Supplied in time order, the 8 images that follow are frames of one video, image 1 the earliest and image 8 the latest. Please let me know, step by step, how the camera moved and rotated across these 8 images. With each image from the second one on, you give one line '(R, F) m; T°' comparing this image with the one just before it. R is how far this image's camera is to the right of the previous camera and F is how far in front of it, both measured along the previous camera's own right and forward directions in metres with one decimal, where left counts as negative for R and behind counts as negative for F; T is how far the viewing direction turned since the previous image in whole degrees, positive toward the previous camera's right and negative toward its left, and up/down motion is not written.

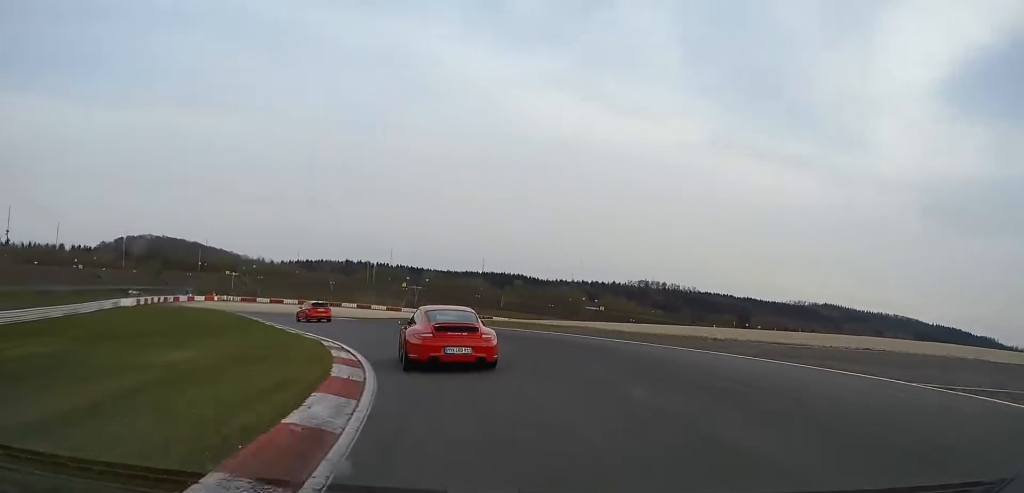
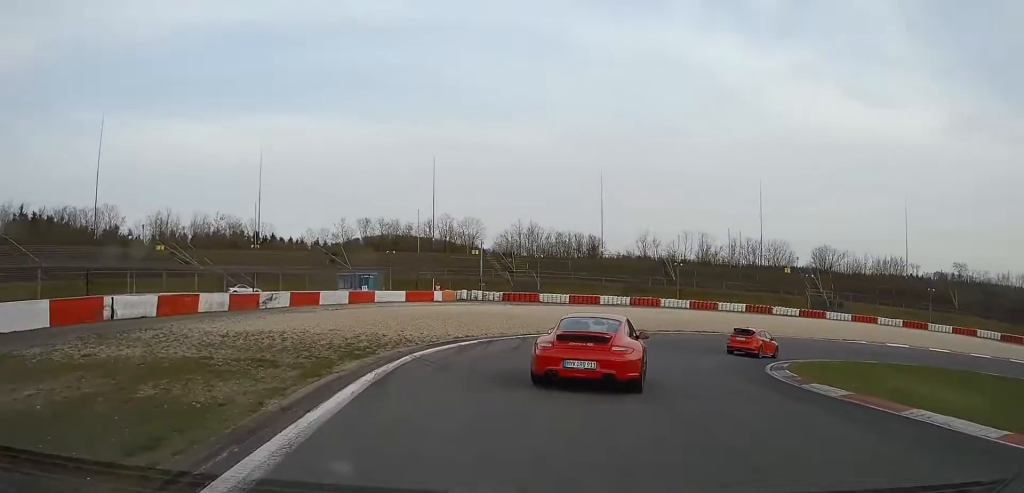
(-32.7, +91.0) m; -18°
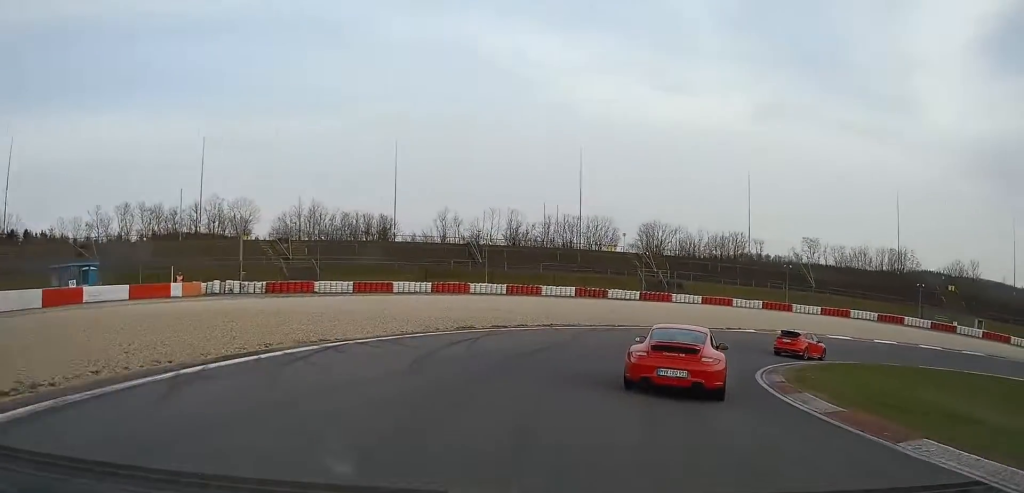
(+1.5, +18.9) m; +16°
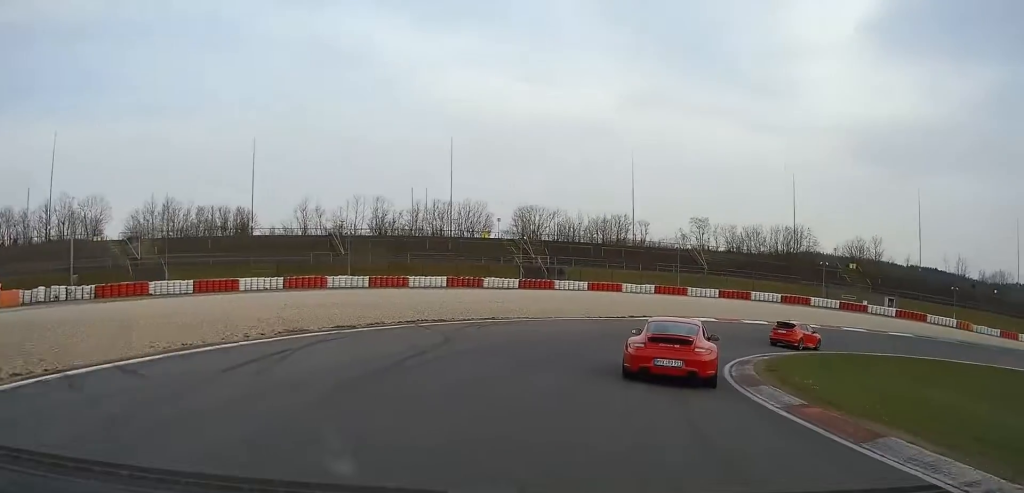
(+0.3, +8.2) m; +12°
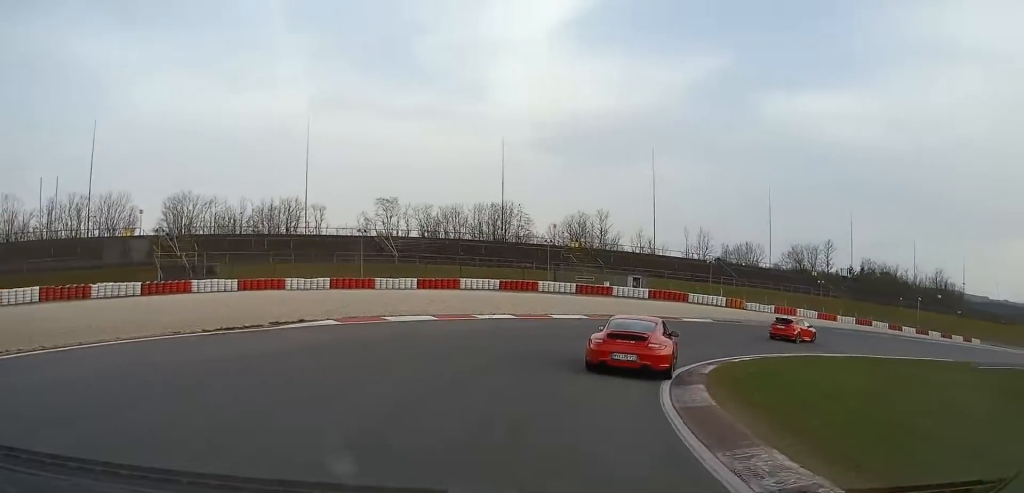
(+6.1, +19.7) m; +34°
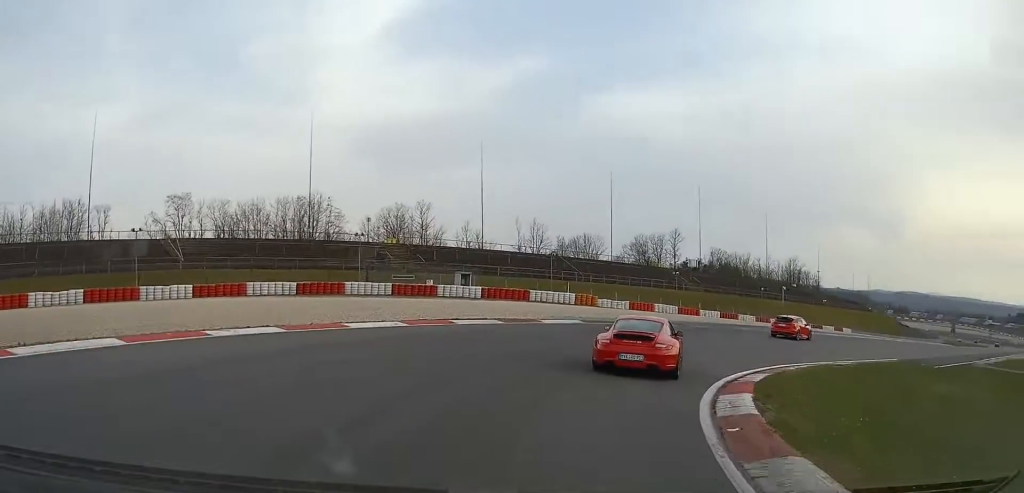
(+2.6, +13.6) m; +17°
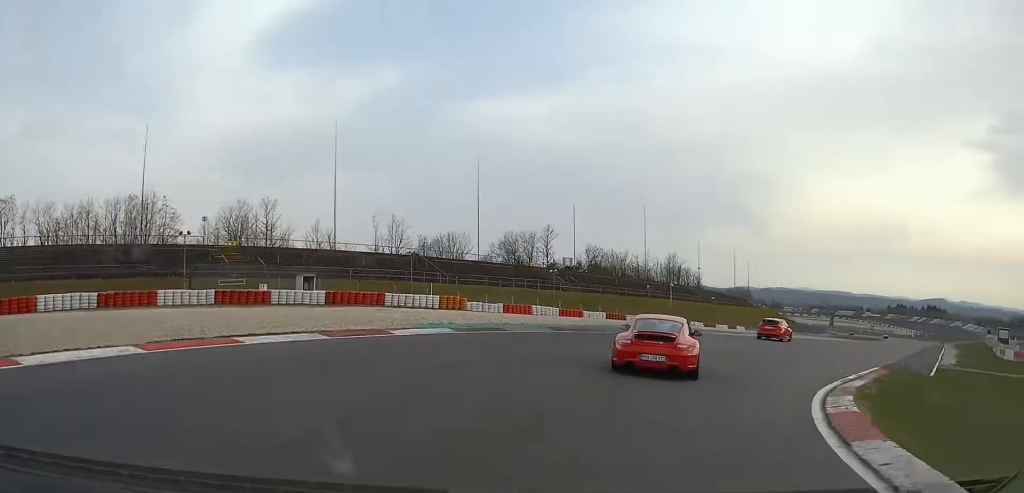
(+0.5, +10.6) m; +11°
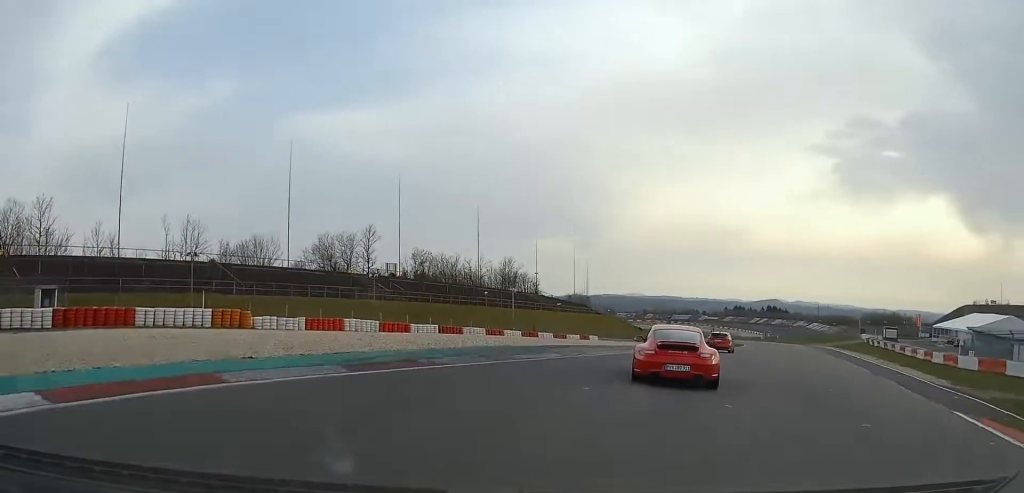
(+2.4, +15.3) m; +13°
